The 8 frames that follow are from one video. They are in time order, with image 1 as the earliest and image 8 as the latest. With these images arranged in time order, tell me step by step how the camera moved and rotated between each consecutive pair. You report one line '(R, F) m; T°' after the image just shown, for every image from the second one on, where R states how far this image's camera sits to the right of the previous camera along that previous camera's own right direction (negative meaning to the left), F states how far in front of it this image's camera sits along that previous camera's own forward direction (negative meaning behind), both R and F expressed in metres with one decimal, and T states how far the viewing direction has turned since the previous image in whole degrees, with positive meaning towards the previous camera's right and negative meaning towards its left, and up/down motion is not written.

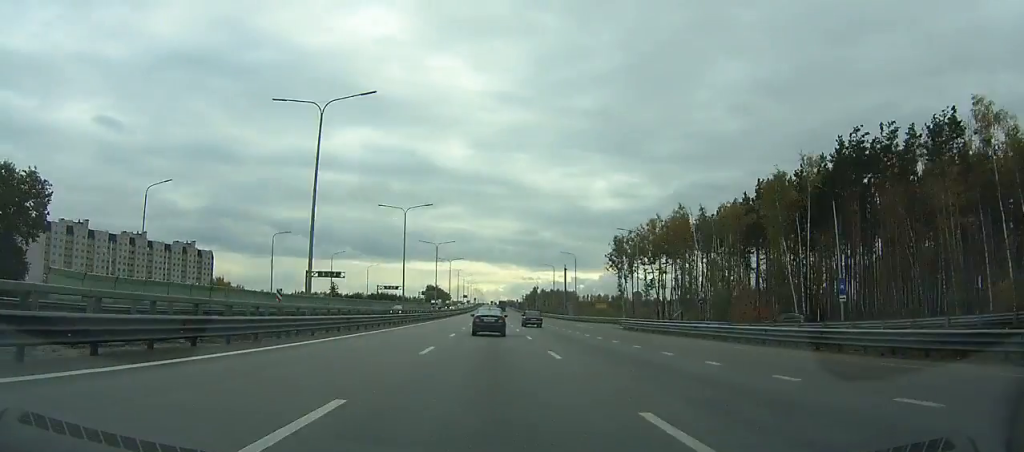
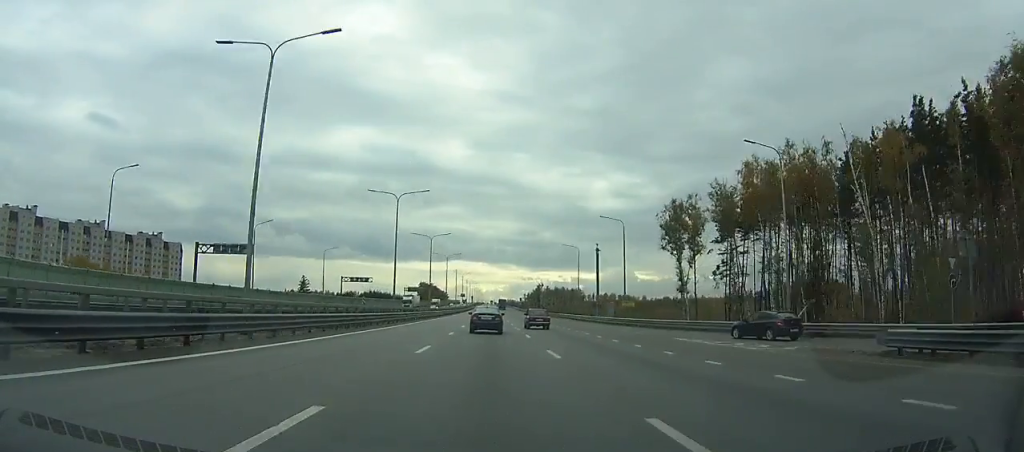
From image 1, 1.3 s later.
(0.0, +37.8) m; 0°
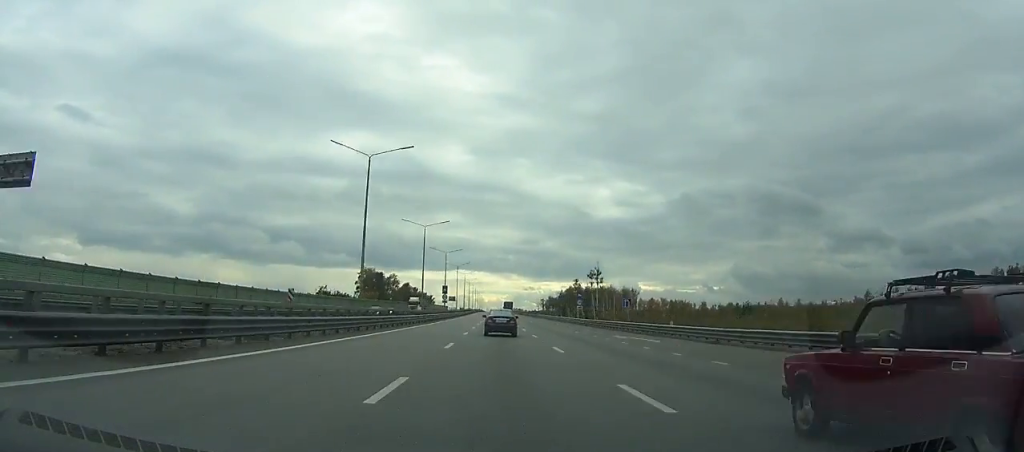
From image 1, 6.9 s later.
(-0.5, +164.5) m; 0°
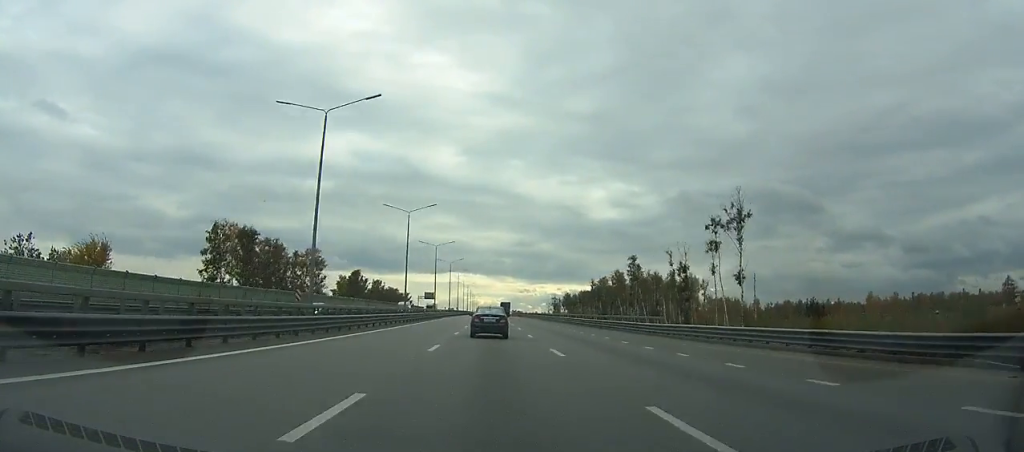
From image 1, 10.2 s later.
(0.0, +98.4) m; 0°
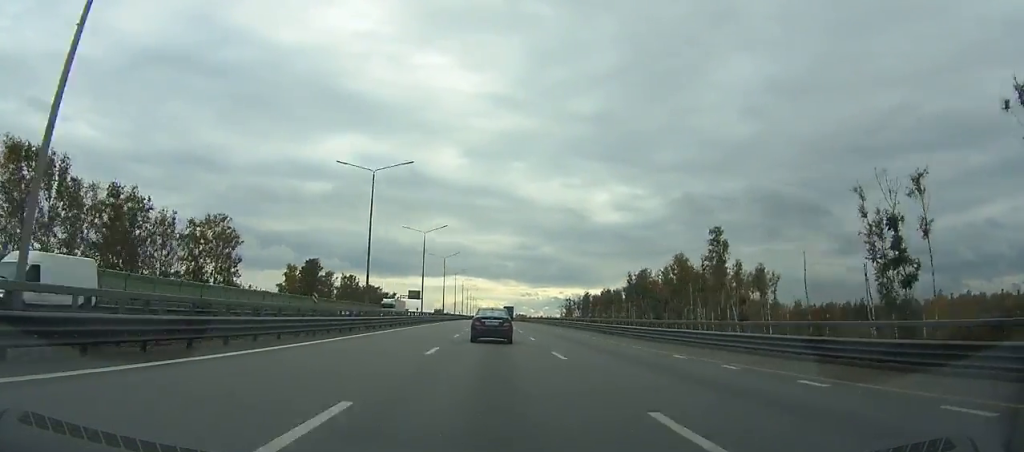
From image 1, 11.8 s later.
(0.0, +47.9) m; 0°
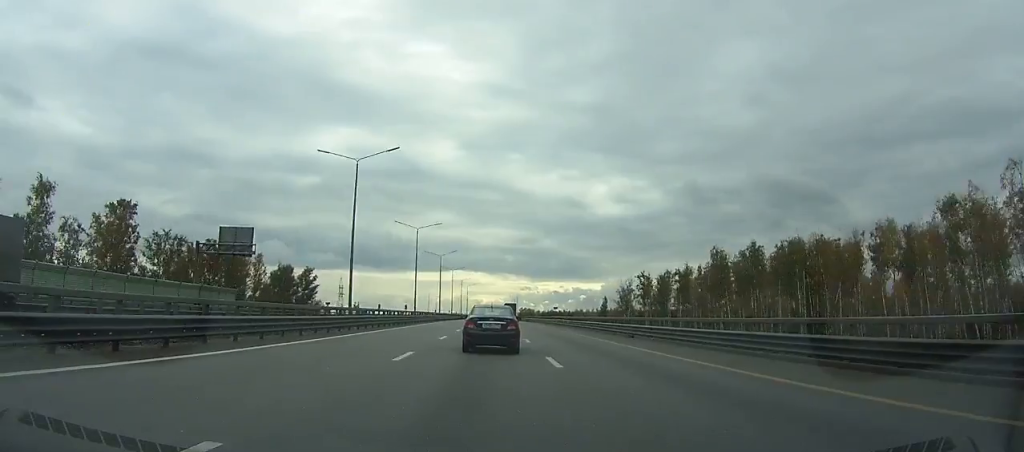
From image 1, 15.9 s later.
(+0.1, +121.2) m; 0°
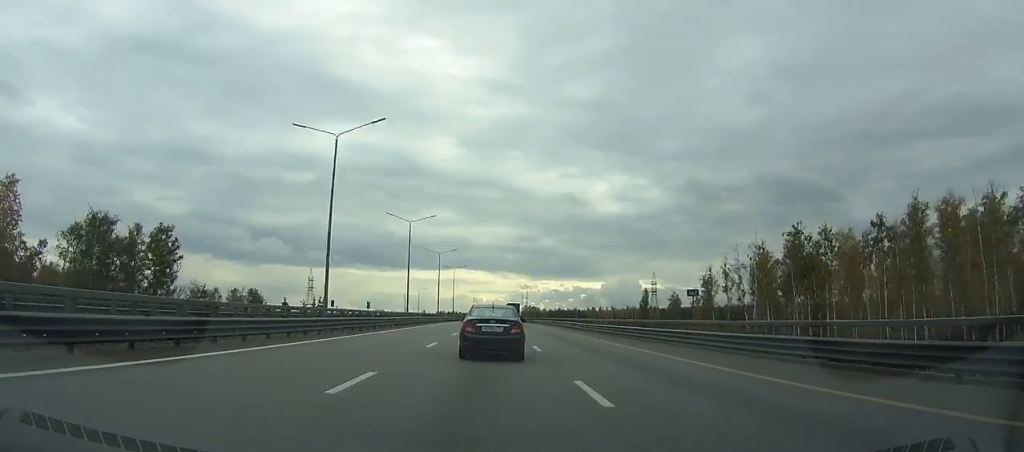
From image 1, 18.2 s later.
(0.0, +67.0) m; 0°
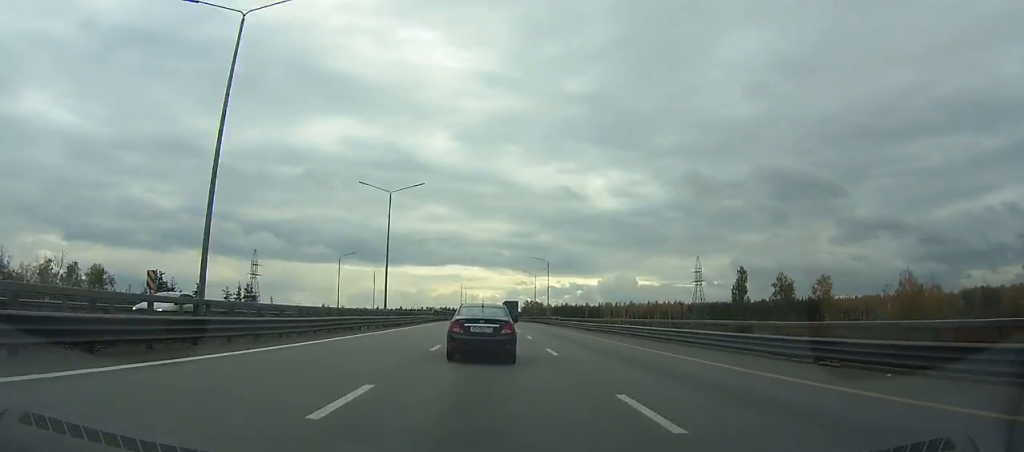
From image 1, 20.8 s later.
(+0.1, +74.7) m; 0°
